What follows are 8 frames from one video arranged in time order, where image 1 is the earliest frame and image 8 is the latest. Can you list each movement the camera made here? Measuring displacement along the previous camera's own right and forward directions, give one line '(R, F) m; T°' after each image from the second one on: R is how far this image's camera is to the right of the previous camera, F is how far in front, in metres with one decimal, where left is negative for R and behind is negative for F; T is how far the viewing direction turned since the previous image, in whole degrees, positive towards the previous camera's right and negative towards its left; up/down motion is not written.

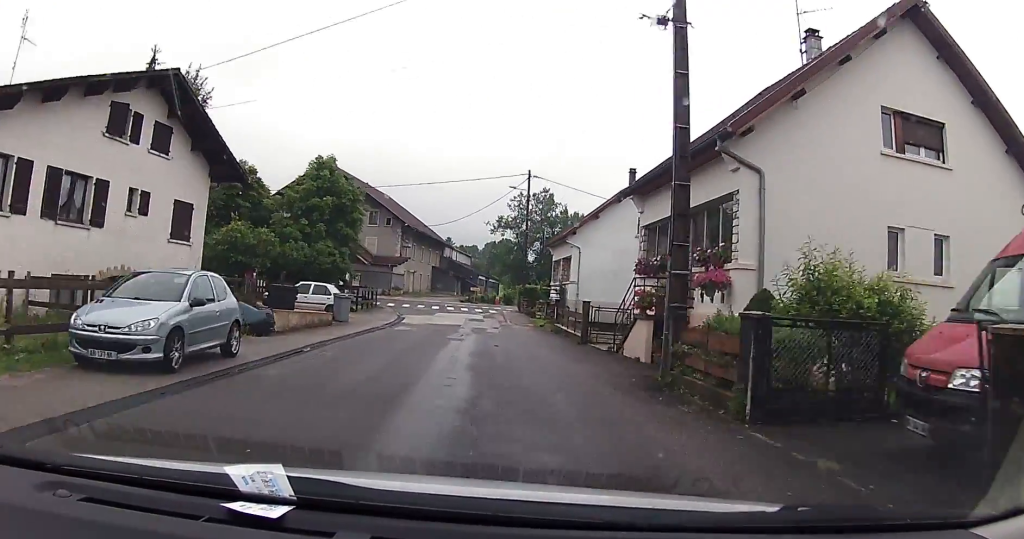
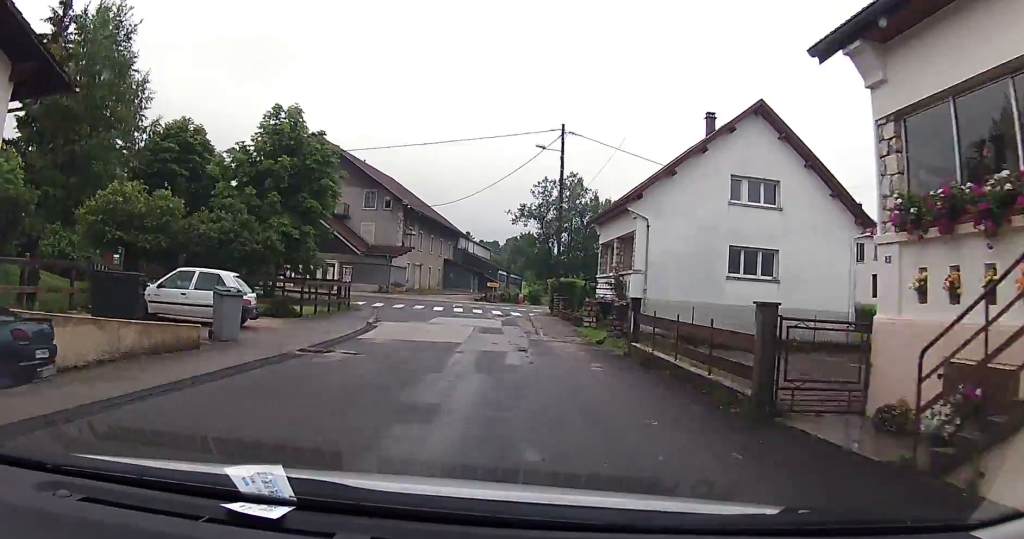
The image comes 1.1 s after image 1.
(-0.5, +13.0) m; -2°
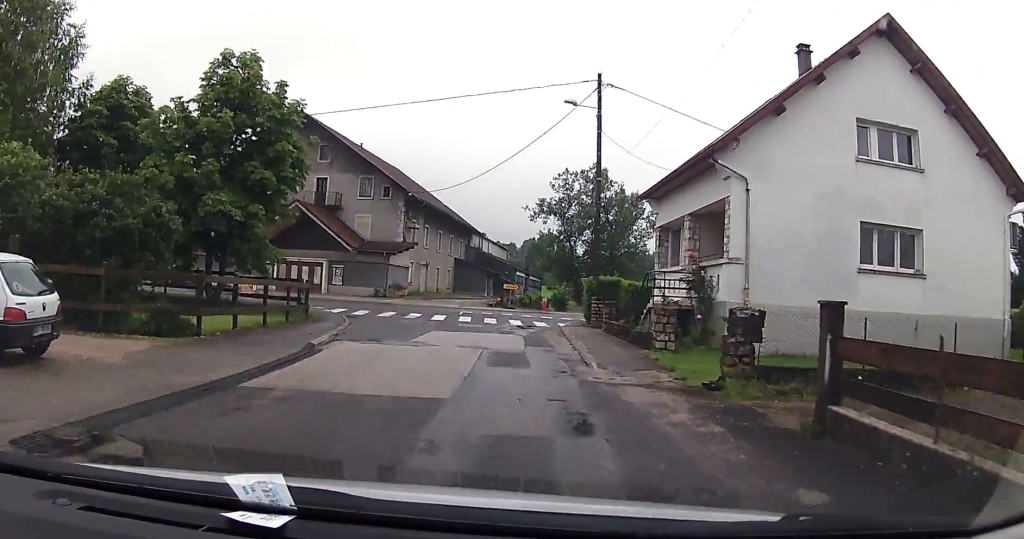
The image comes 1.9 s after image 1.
(0.0, +9.1) m; 0°
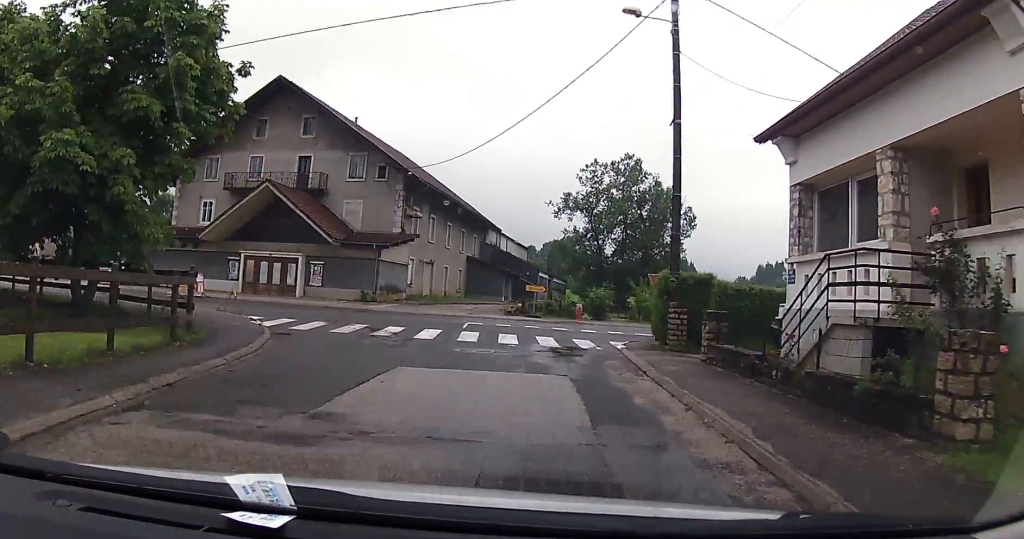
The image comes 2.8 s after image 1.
(0.0, +10.7) m; -2°
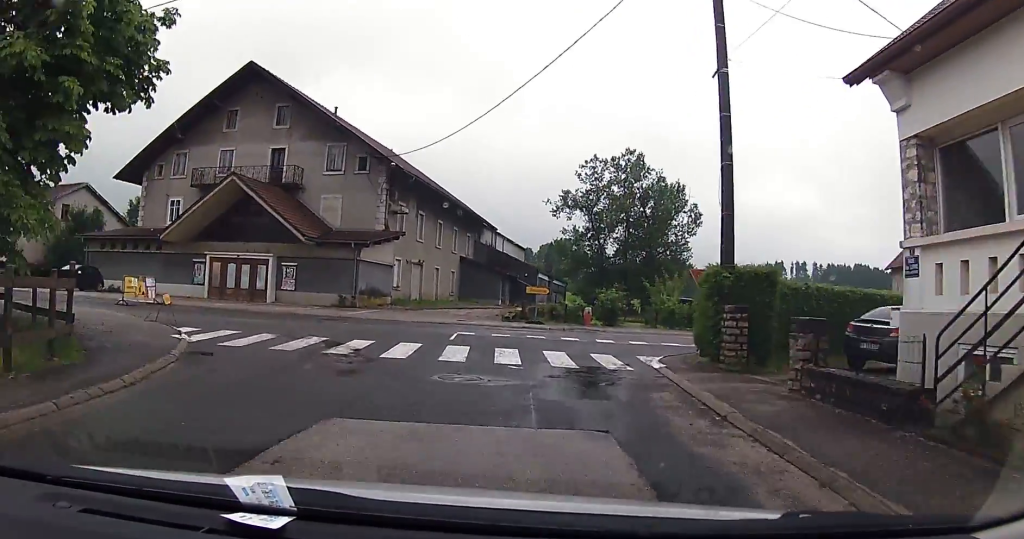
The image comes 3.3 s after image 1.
(-0.2, +4.7) m; 0°
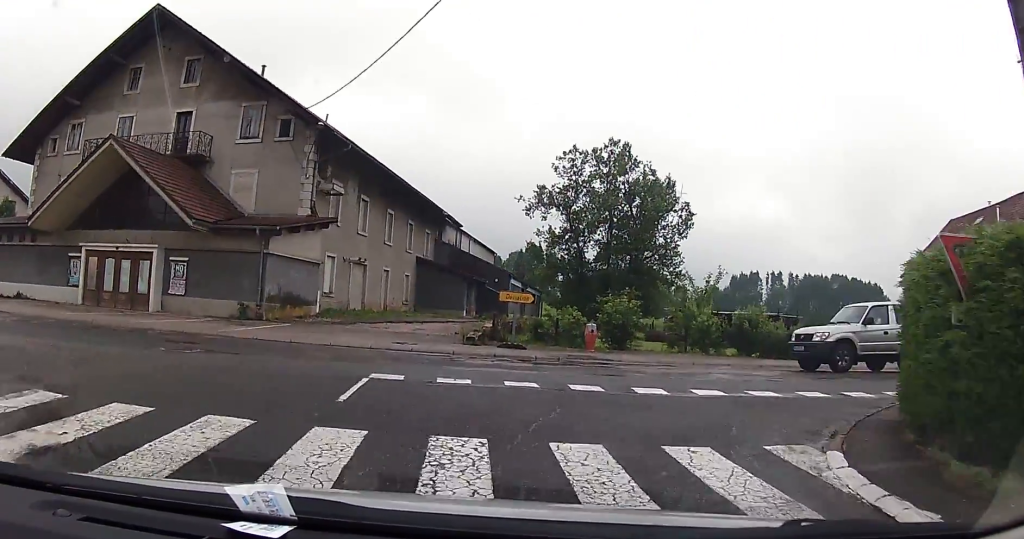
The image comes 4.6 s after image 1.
(+0.1, +10.6) m; +3°
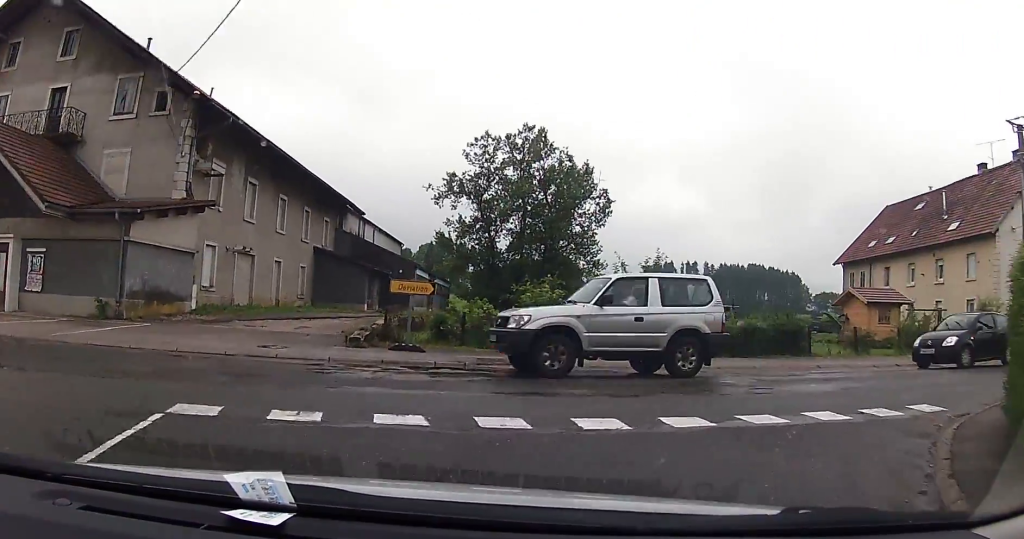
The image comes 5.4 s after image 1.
(+0.1, +4.6) m; +9°
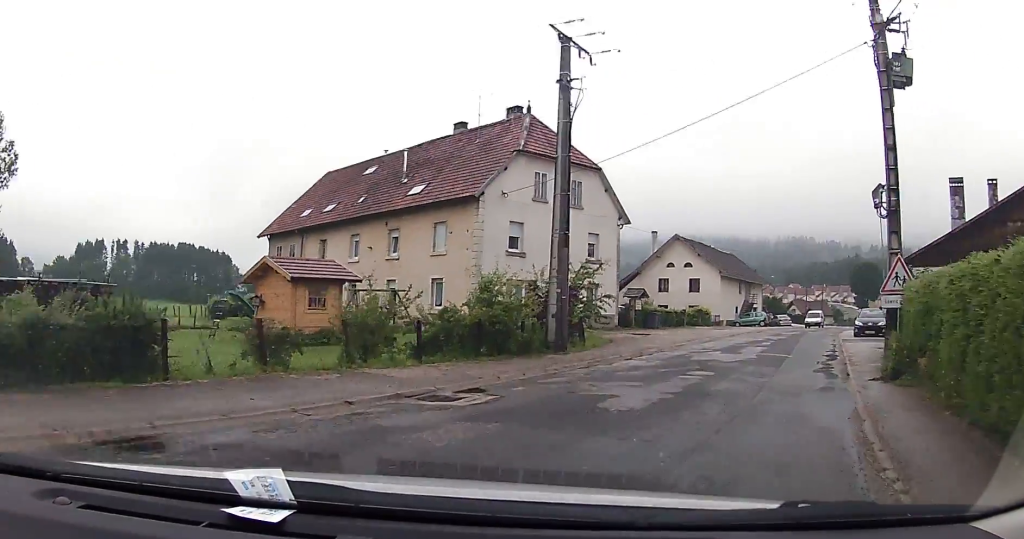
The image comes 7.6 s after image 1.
(+4.0, +10.3) m; +46°
